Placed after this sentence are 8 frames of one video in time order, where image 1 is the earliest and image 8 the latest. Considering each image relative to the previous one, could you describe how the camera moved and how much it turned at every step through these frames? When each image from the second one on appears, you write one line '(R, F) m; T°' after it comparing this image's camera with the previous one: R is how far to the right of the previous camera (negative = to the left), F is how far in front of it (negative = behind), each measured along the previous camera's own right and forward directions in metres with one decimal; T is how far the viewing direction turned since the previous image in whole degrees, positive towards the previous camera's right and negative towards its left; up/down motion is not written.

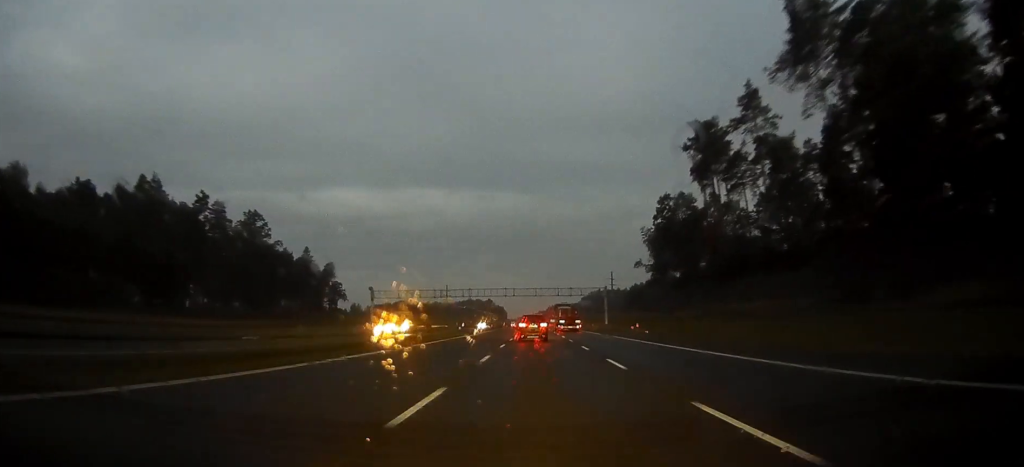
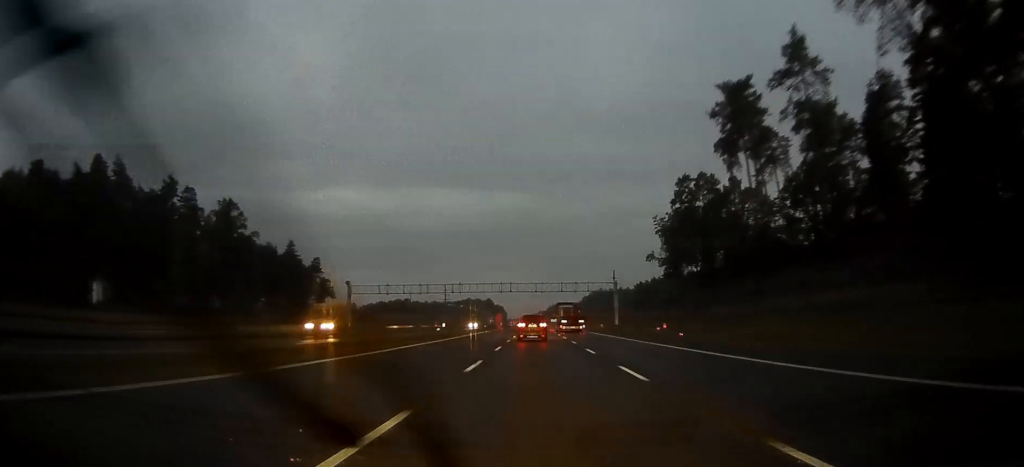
(0.0, +15.4) m; 0°
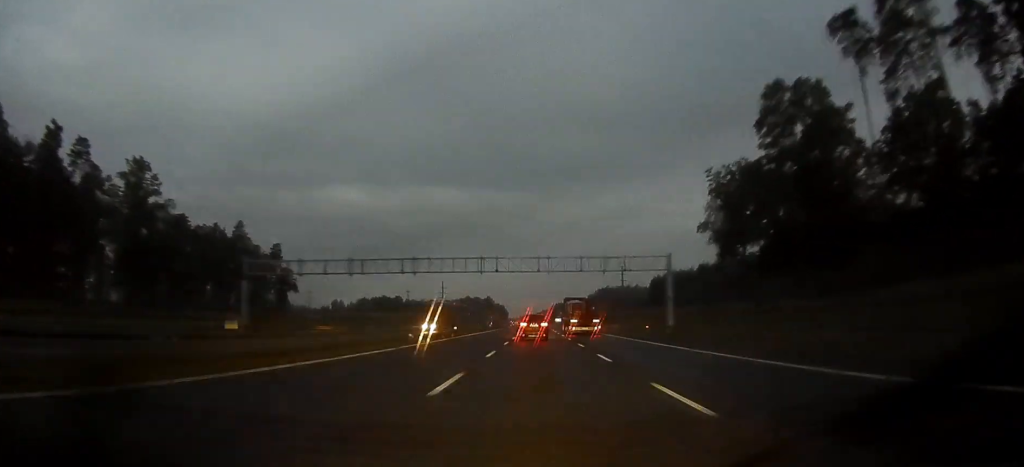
(-0.1, +41.5) m; 0°
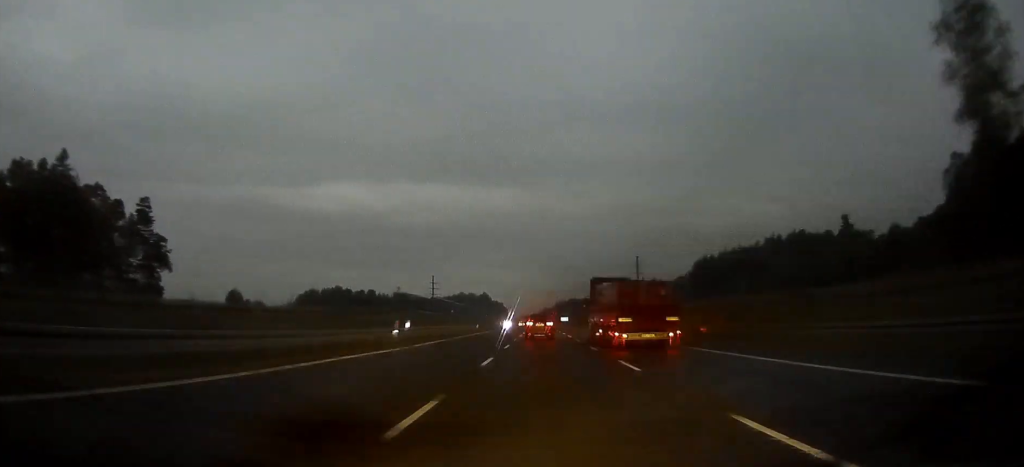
(-0.1, +77.0) m; 0°
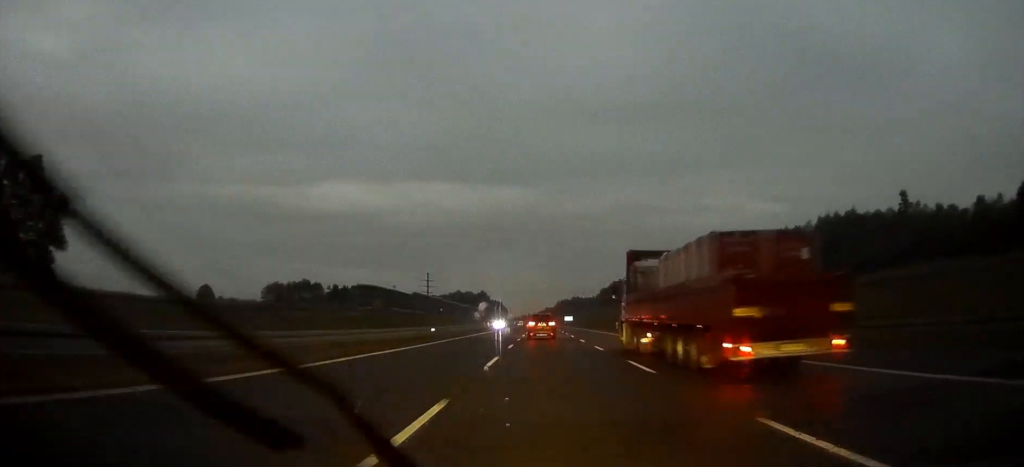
(0.0, +36.7) m; 0°
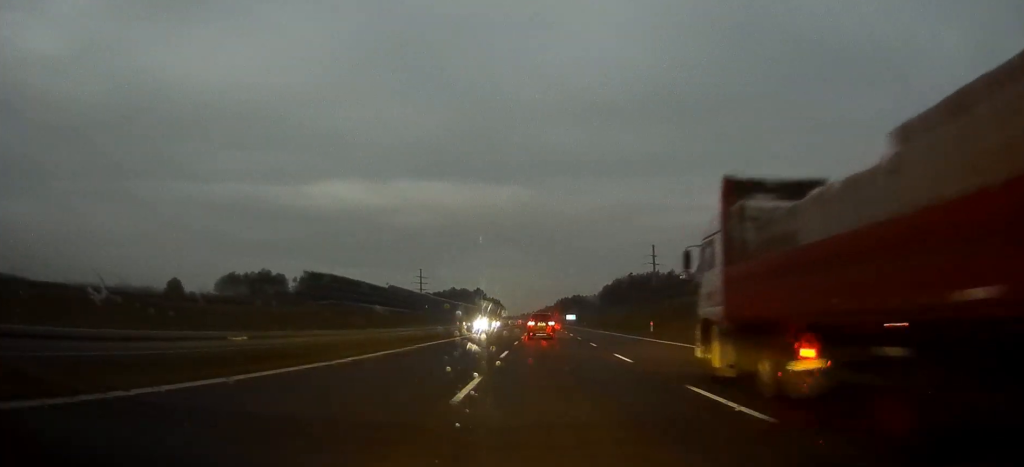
(0.0, +31.5) m; 0°
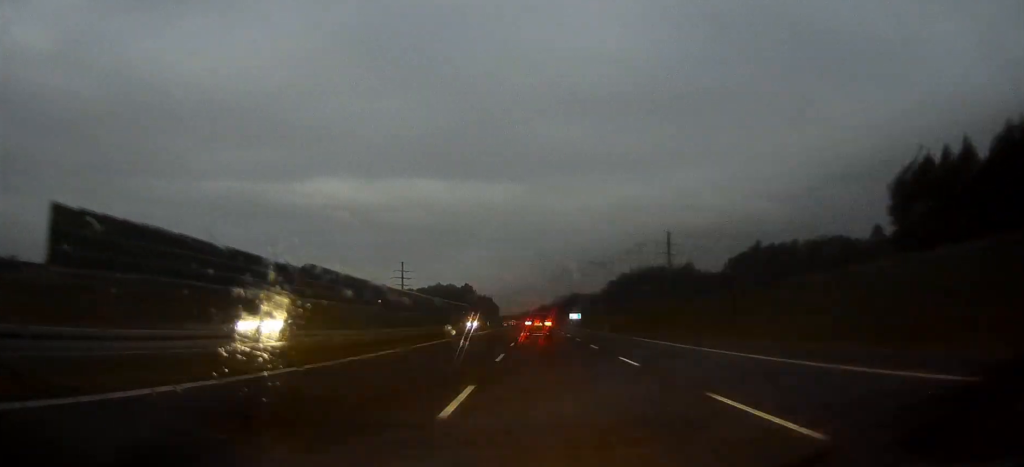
(+0.1, +61.6) m; 0°
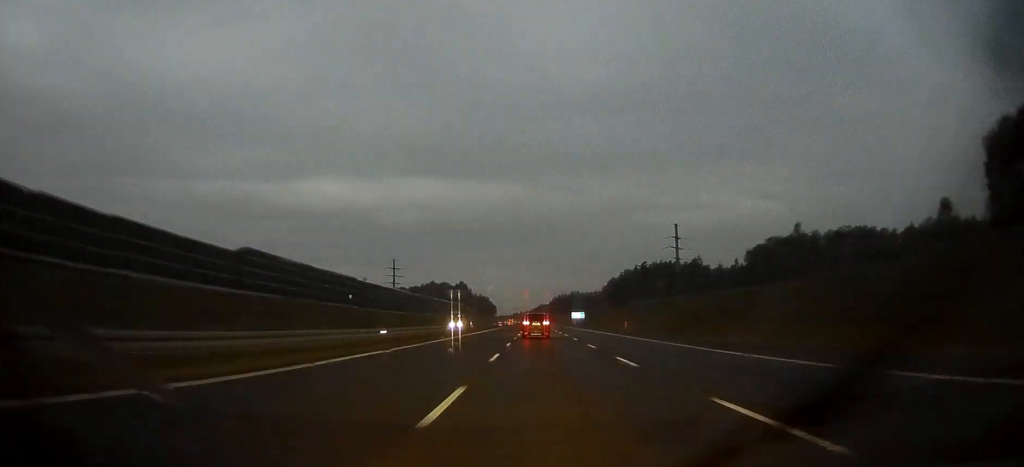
(0.0, +24.9) m; 0°
